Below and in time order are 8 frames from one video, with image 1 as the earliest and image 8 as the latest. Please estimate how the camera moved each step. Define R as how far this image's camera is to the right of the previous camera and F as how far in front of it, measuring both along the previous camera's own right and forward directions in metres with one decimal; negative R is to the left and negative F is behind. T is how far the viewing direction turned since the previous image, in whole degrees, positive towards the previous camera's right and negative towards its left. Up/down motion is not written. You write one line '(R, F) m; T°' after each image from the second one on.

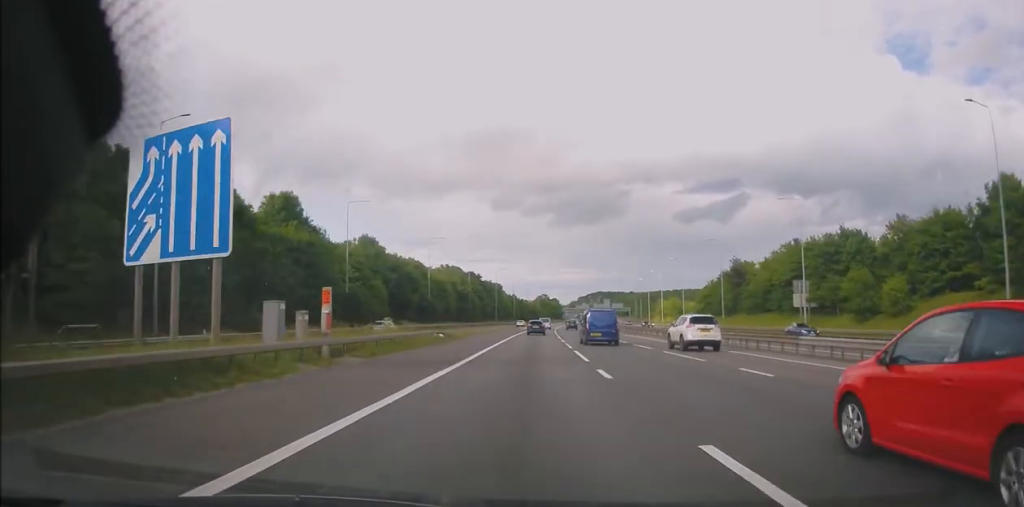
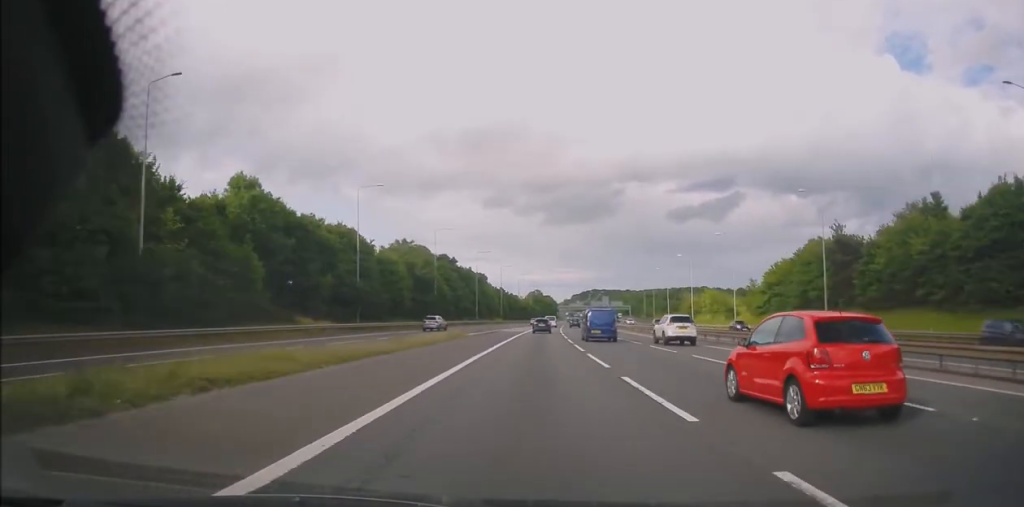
(+0.2, +39.7) m; +2°
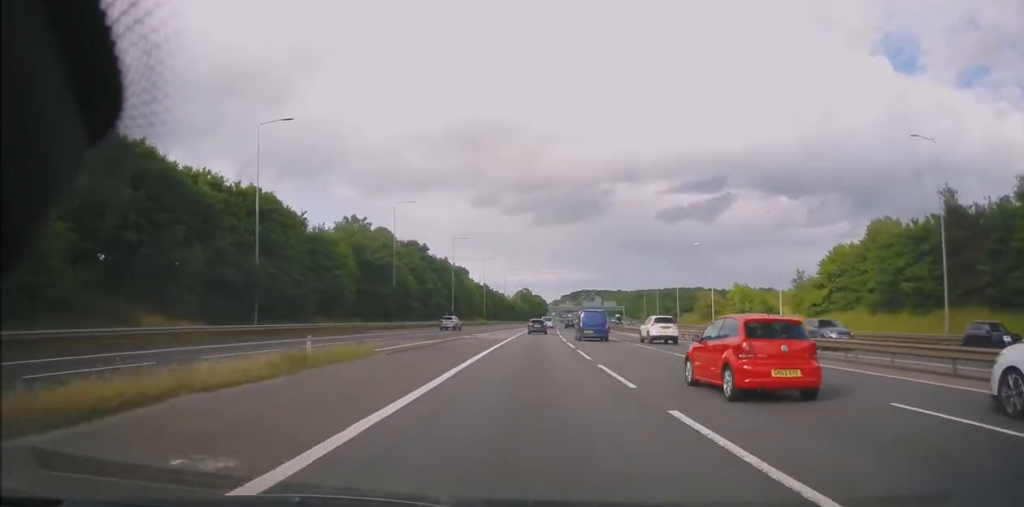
(+0.4, +23.0) m; +1°
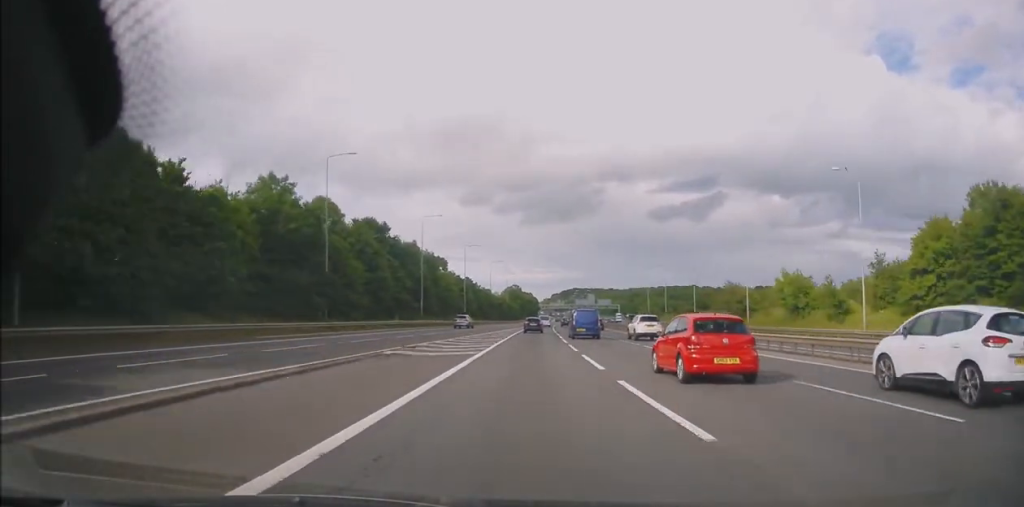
(+0.1, +22.9) m; 0°
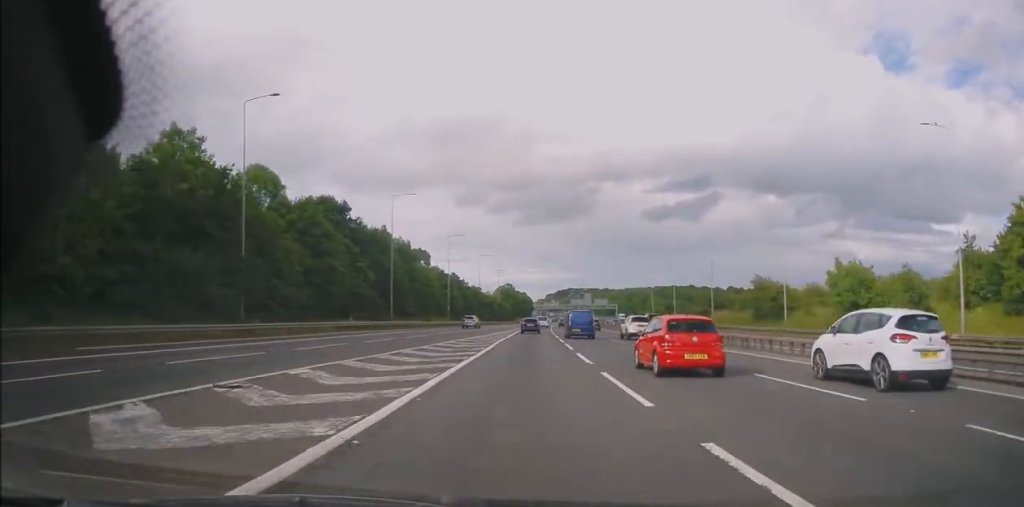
(-0.1, +15.8) m; 0°
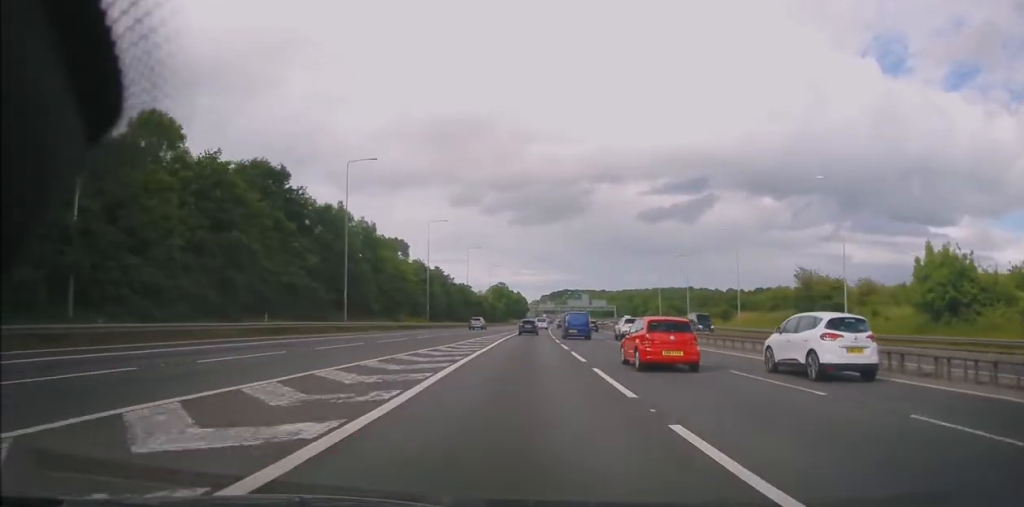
(+0.2, +16.6) m; +1°
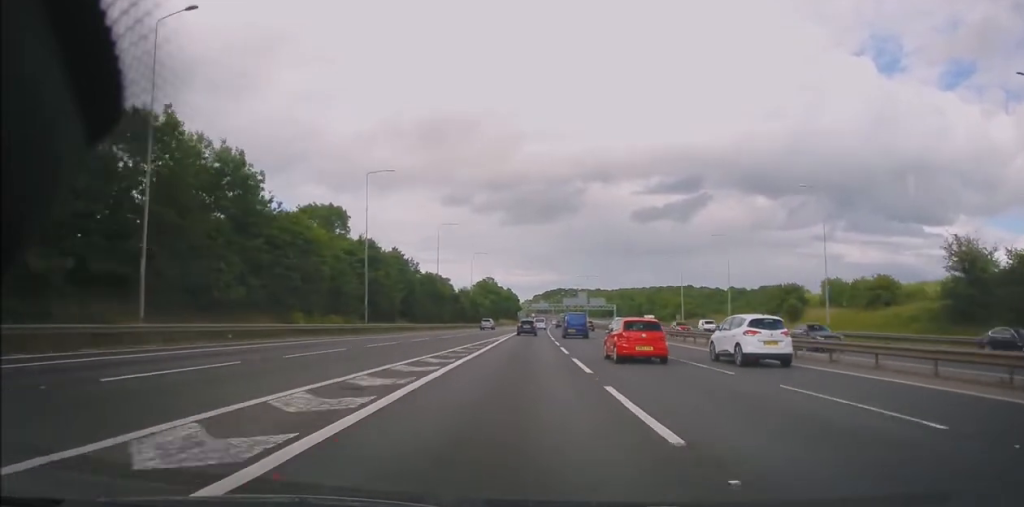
(+0.3, +30.9) m; +2°
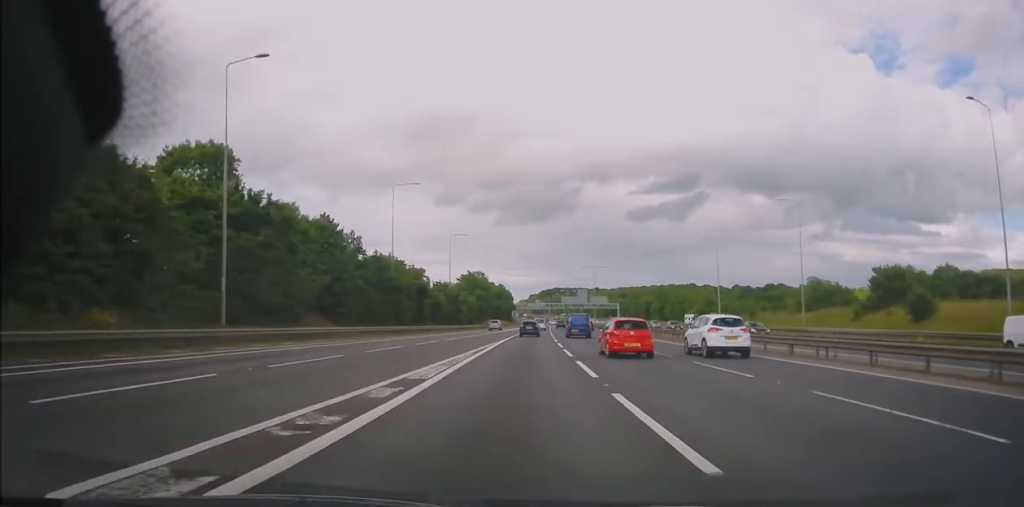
(+0.4, +28.4) m; 0°
